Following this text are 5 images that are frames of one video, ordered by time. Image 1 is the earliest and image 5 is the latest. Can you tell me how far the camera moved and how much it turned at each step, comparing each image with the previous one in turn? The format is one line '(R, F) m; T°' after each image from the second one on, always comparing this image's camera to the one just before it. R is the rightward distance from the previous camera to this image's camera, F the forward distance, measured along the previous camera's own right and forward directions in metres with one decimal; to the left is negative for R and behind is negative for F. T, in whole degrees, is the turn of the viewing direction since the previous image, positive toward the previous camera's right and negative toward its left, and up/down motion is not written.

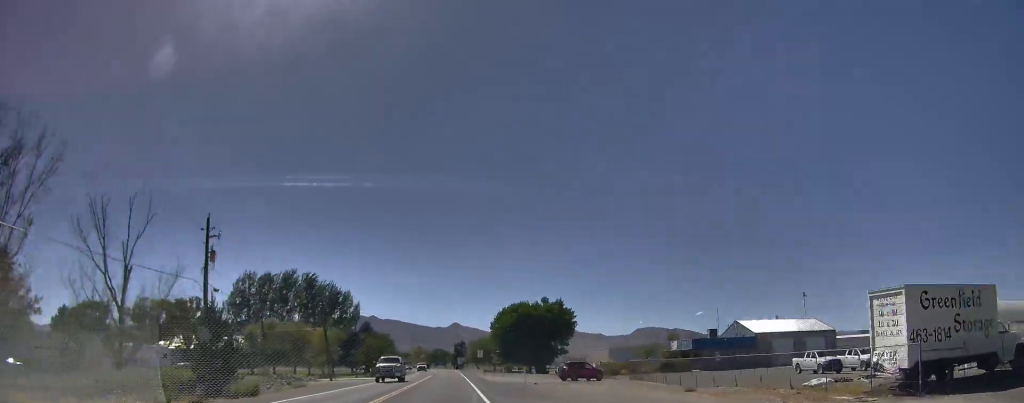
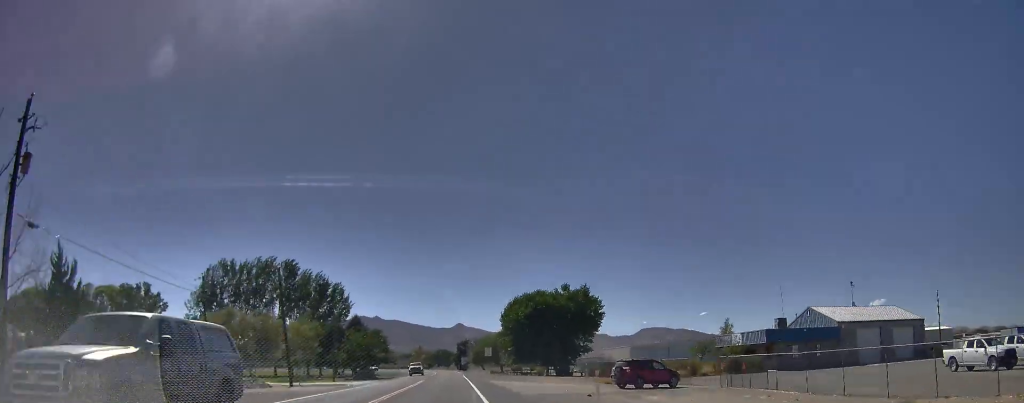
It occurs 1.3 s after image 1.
(+0.4, +19.8) m; +3°
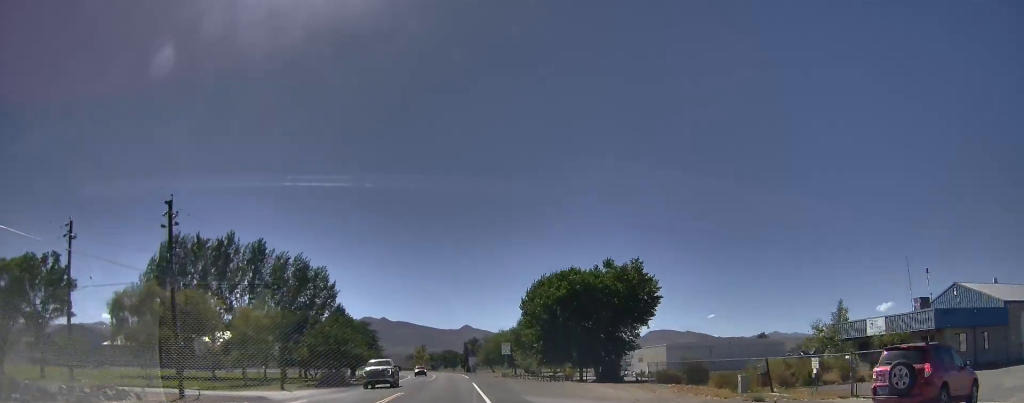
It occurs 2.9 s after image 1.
(+0.3, +24.4) m; +1°
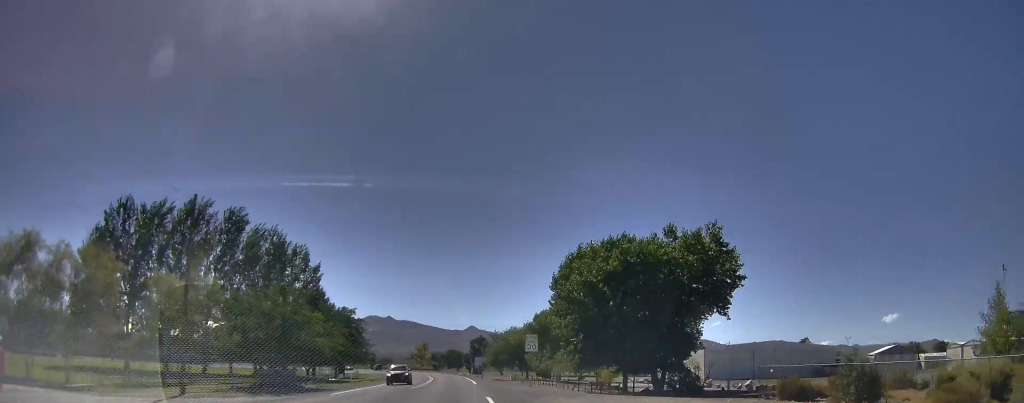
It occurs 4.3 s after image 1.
(0.0, +19.9) m; +4°
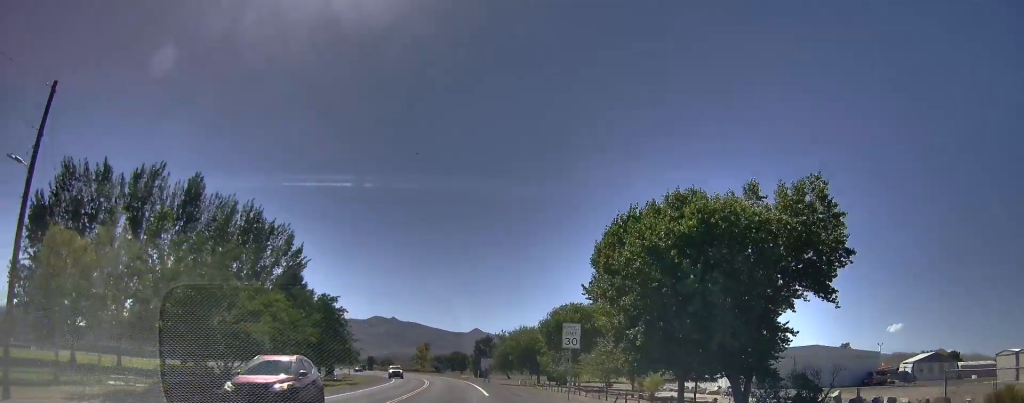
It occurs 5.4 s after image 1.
(+1.1, +14.8) m; +1°
